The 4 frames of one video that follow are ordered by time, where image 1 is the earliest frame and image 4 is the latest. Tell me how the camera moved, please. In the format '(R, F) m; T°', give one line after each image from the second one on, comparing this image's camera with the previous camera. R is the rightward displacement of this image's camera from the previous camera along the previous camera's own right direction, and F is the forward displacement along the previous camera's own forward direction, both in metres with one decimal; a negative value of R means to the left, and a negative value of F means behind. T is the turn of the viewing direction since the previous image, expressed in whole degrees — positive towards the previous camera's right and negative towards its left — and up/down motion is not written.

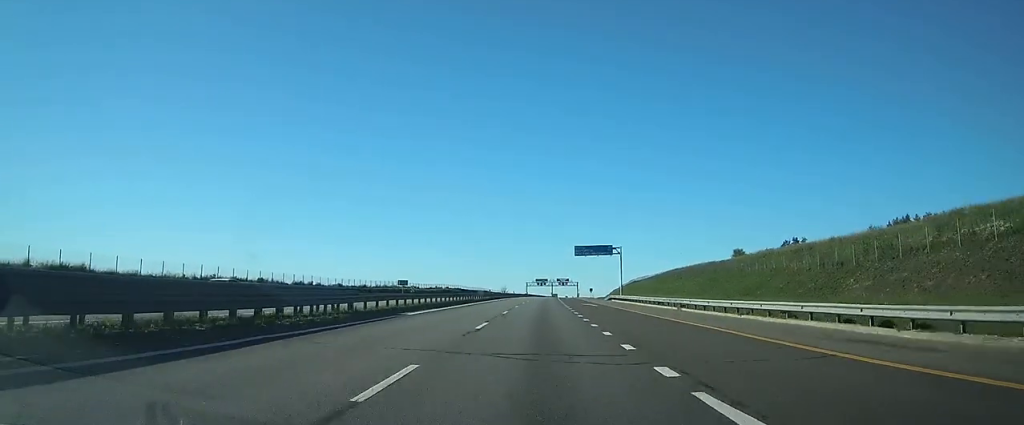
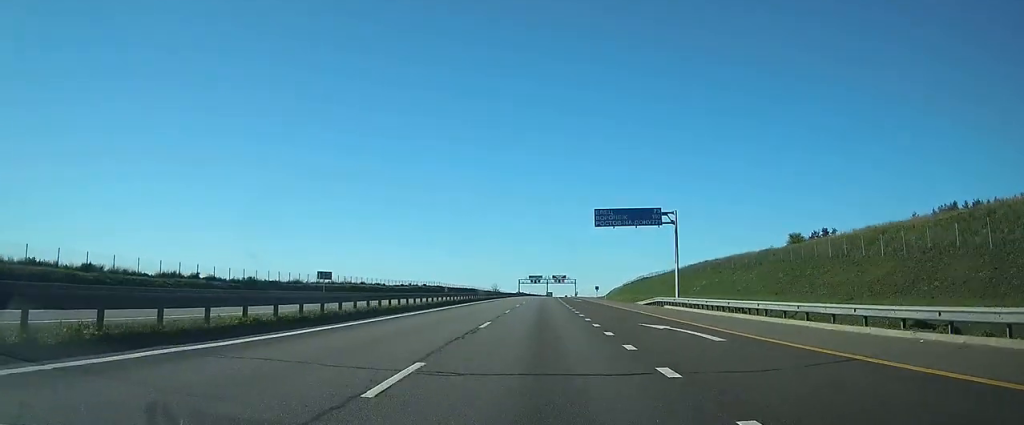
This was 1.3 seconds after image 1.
(0.0, +35.1) m; 0°
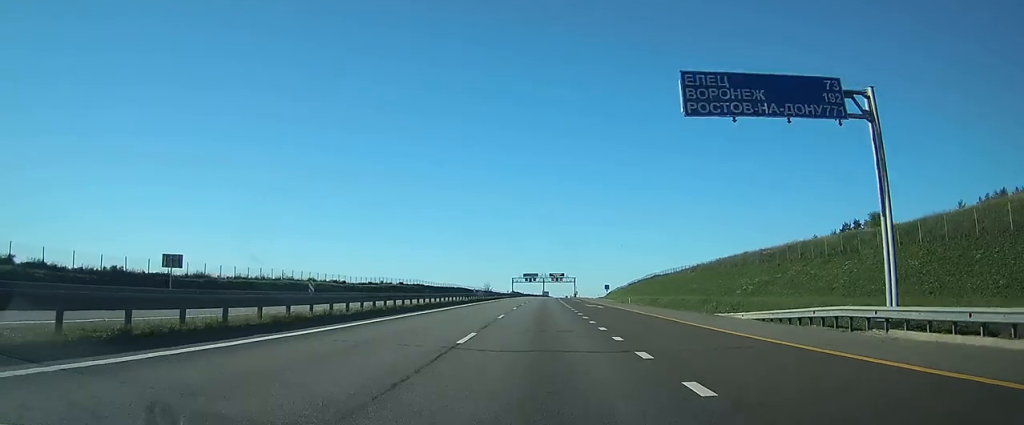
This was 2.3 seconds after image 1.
(+0.3, +28.7) m; +1°
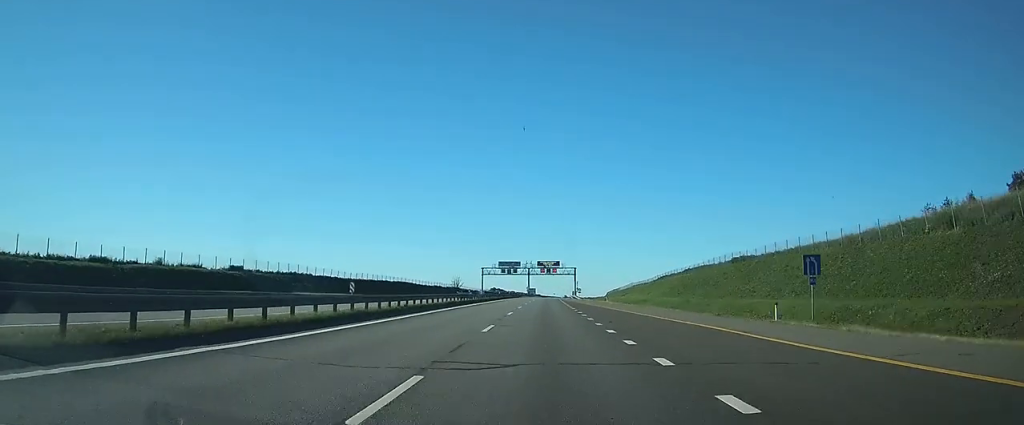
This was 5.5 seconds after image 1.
(+0.7, +91.0) m; +1°
